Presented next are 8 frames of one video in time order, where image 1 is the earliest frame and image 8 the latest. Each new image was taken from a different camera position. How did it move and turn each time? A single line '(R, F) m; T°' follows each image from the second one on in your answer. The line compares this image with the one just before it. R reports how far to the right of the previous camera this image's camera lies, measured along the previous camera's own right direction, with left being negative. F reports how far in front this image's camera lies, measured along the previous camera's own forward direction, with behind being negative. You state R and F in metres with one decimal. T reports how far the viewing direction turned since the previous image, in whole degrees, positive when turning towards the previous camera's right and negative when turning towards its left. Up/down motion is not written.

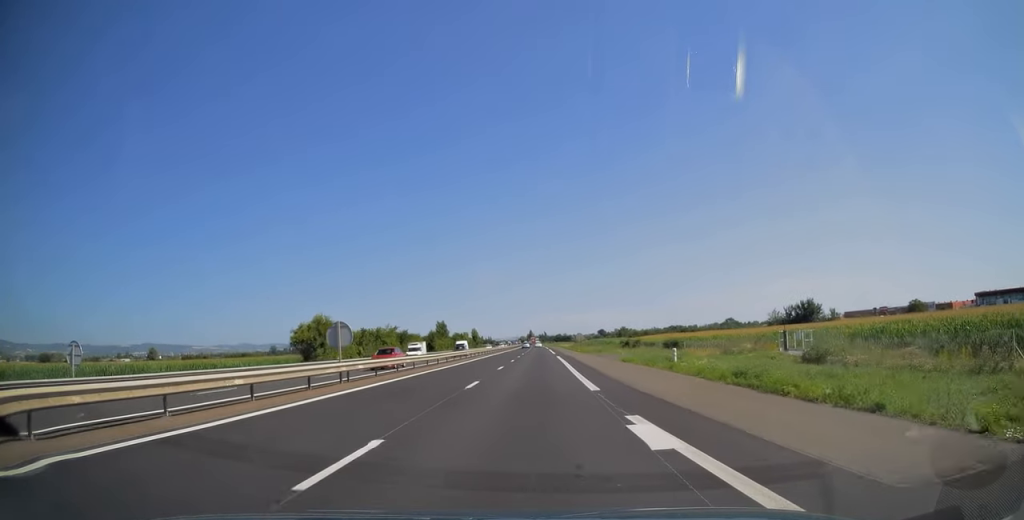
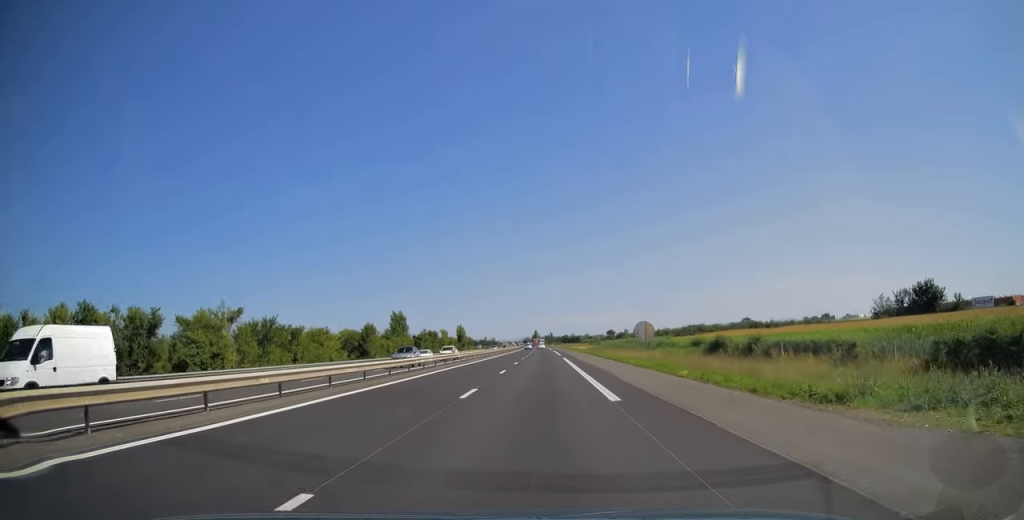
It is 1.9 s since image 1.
(-0.3, +54.4) m; -1°
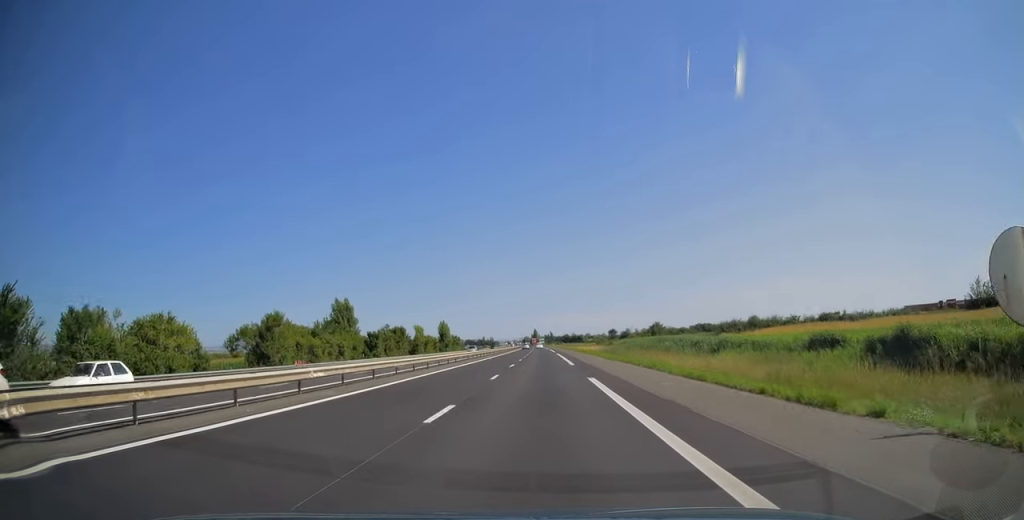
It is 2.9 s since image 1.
(-0.2, +30.4) m; 0°
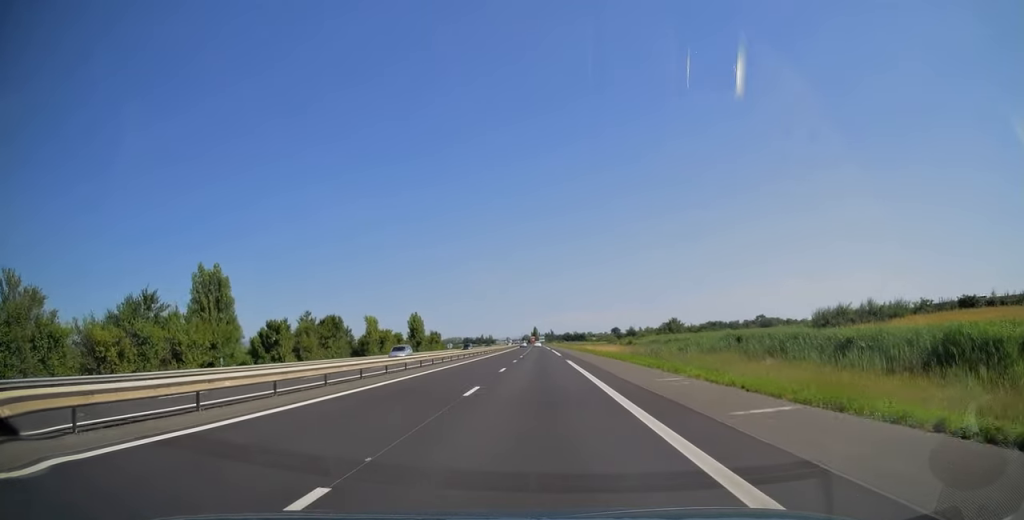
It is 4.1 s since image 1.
(0.0, +33.5) m; 0°
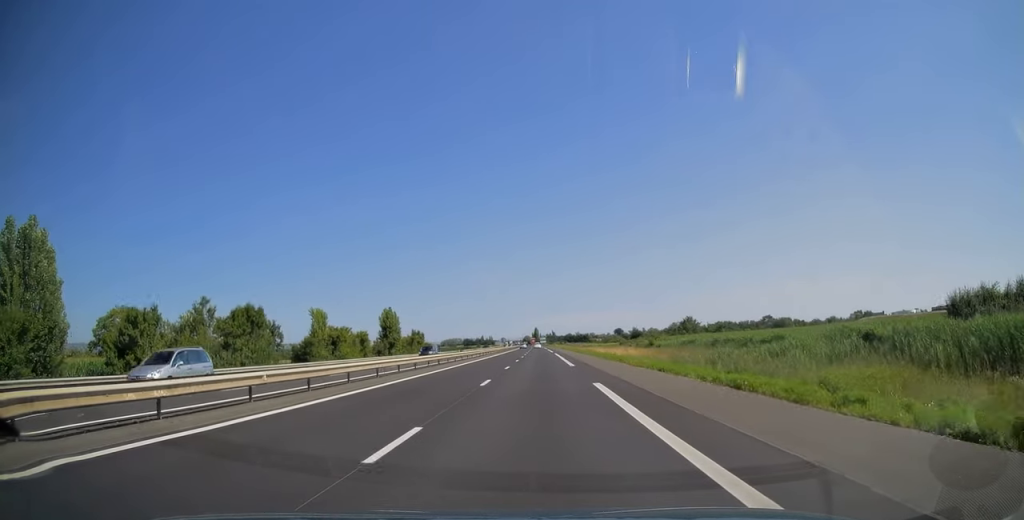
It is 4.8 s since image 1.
(0.0, +21.3) m; 0°
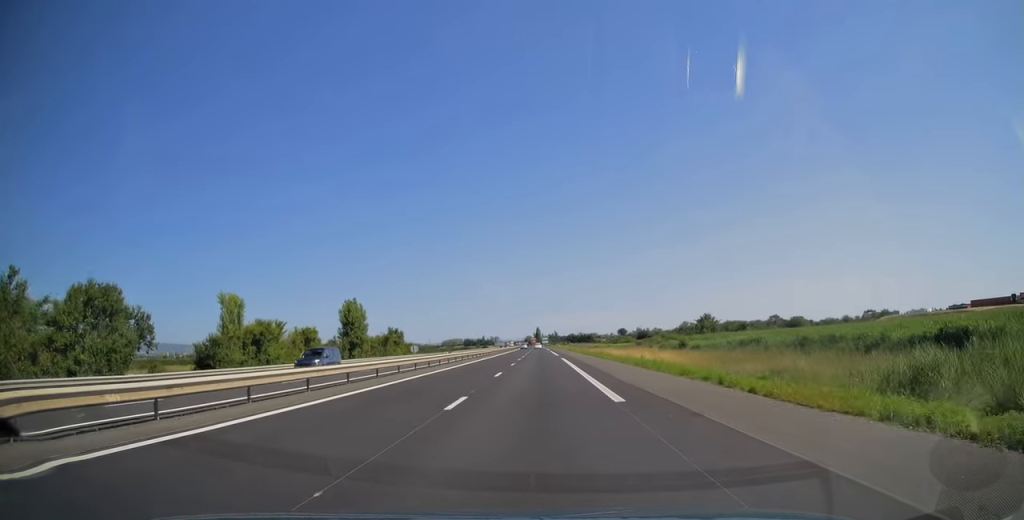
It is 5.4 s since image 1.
(0.0, +19.9) m; 0°
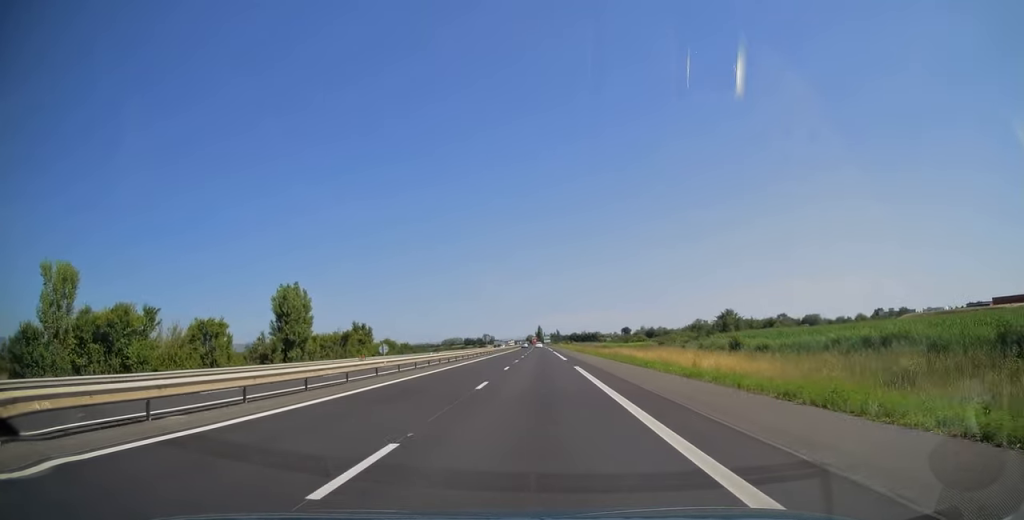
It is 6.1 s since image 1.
(0.0, +20.1) m; 0°
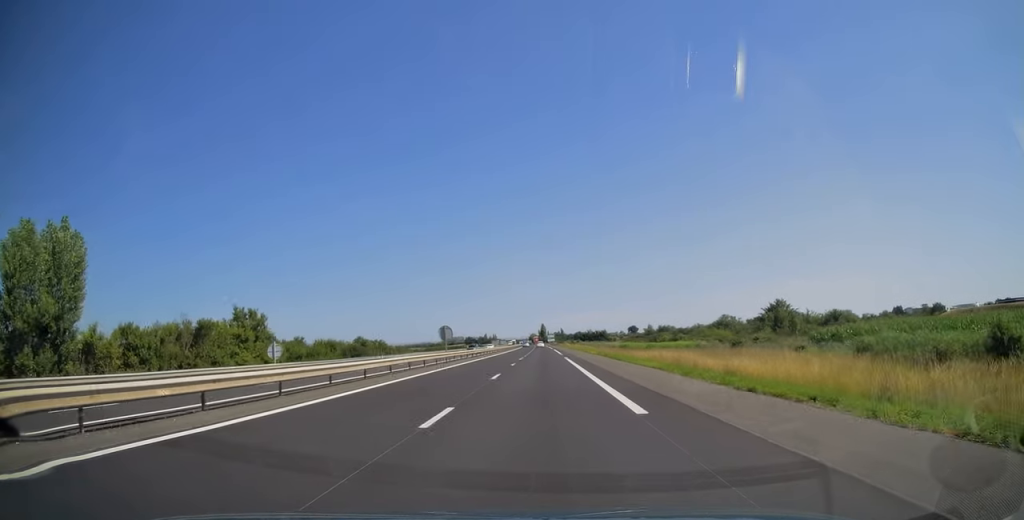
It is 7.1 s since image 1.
(-0.1, +33.8) m; 0°
